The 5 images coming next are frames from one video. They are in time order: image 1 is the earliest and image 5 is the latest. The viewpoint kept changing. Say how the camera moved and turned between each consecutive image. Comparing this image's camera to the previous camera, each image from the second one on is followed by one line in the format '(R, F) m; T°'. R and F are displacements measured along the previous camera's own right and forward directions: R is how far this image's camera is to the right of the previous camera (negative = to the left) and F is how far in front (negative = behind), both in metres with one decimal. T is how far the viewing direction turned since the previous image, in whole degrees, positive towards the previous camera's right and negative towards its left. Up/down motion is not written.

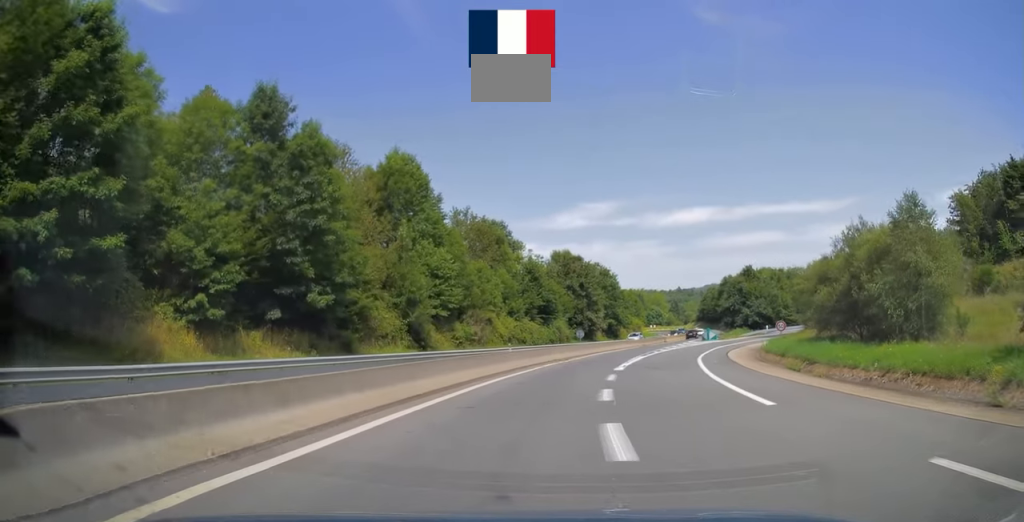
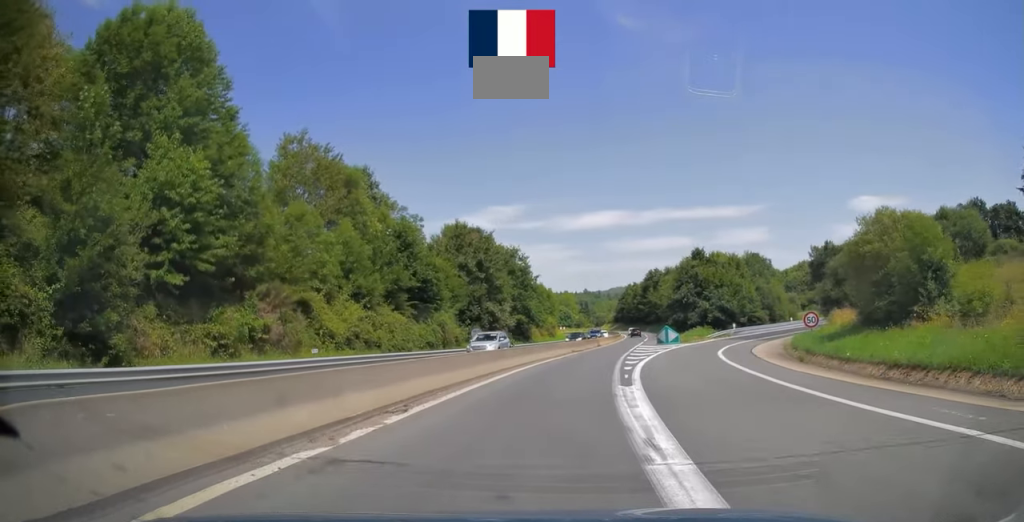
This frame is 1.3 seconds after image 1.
(+2.2, +25.4) m; +9°
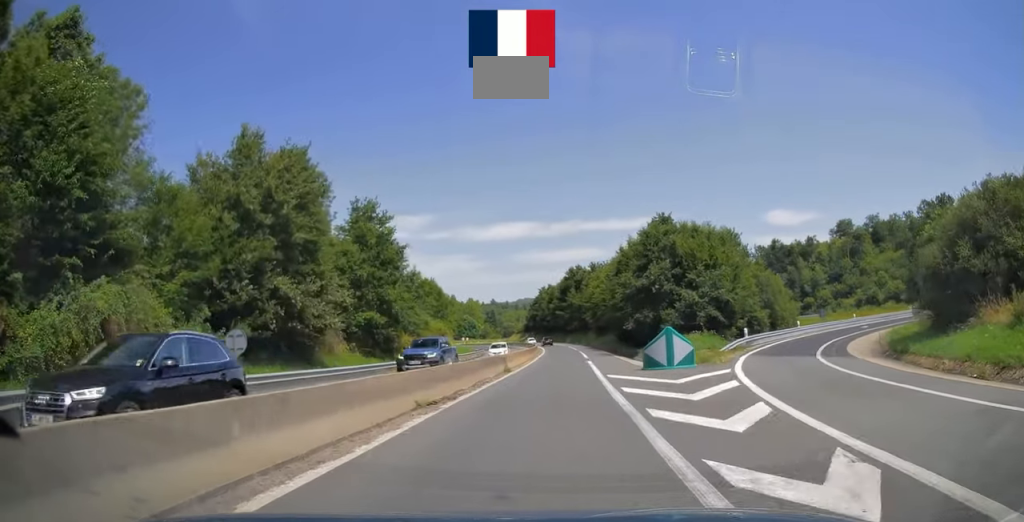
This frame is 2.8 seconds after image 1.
(+2.3, +30.8) m; +9°
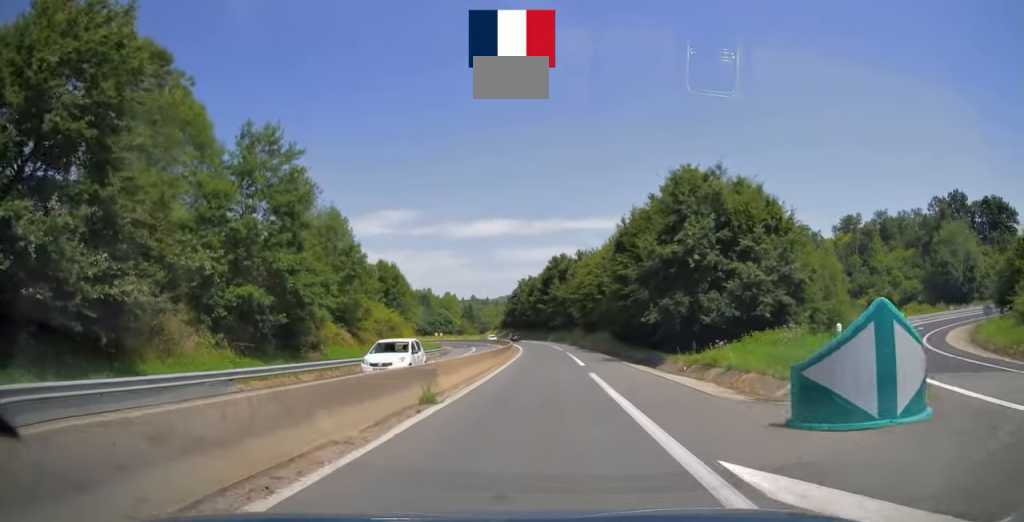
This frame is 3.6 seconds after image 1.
(+0.7, +16.0) m; +3°
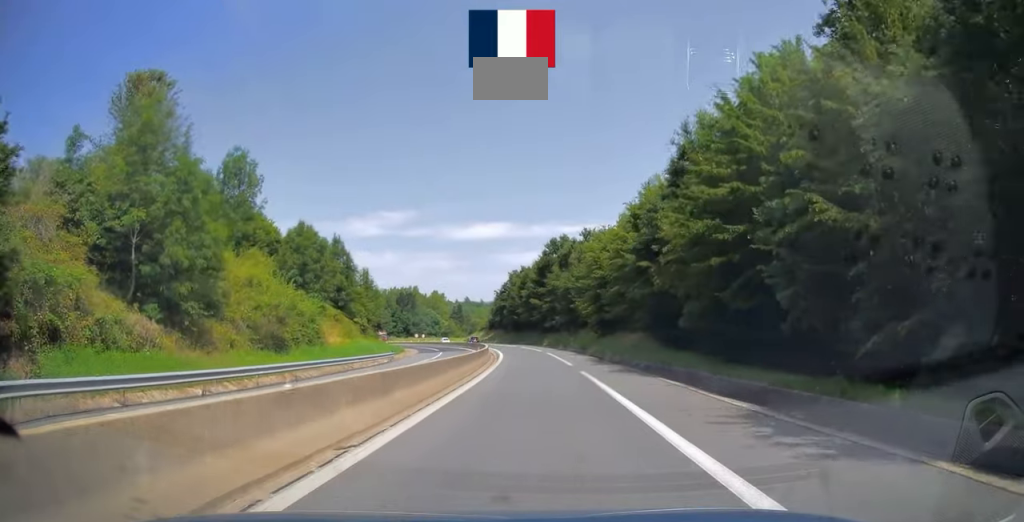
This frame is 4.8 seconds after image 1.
(+0.6, +24.9) m; +2°
